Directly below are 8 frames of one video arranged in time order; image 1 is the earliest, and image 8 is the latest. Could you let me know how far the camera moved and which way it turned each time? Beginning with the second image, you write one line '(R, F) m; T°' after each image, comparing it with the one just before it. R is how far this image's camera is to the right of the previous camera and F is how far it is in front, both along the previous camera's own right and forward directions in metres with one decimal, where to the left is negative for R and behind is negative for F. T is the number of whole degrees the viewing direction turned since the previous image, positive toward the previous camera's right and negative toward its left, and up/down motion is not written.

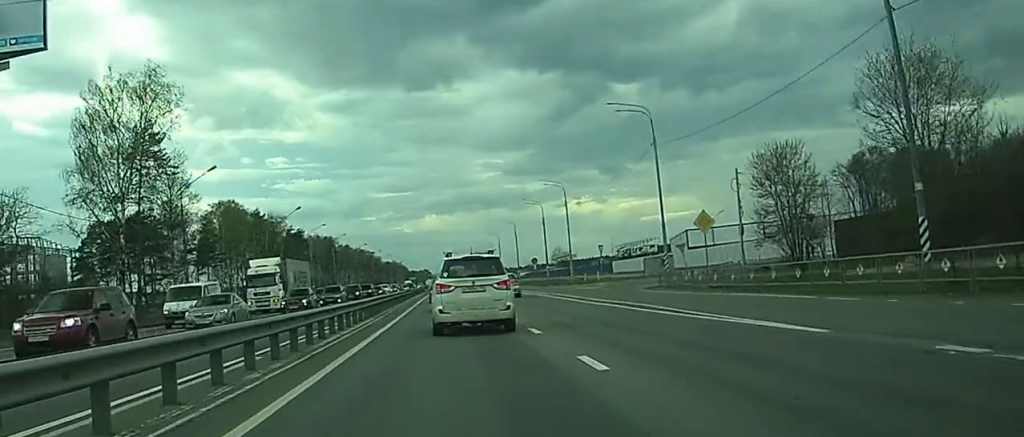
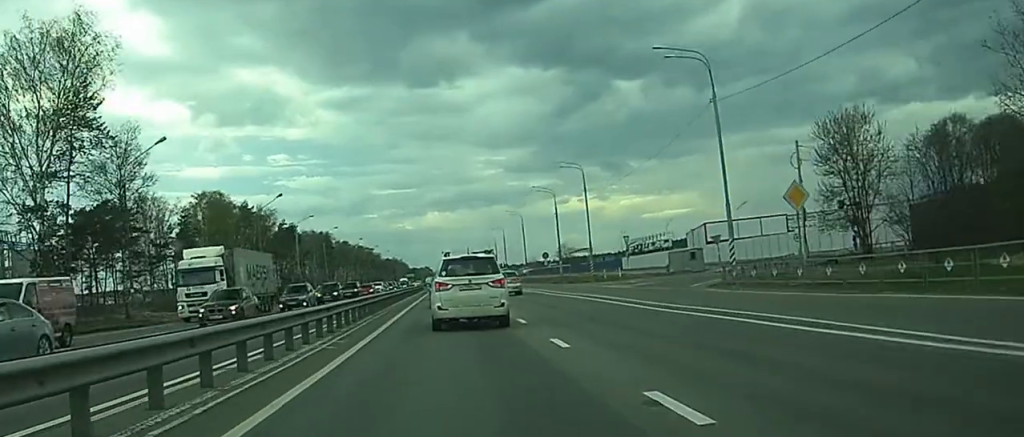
(0.0, +11.9) m; 0°
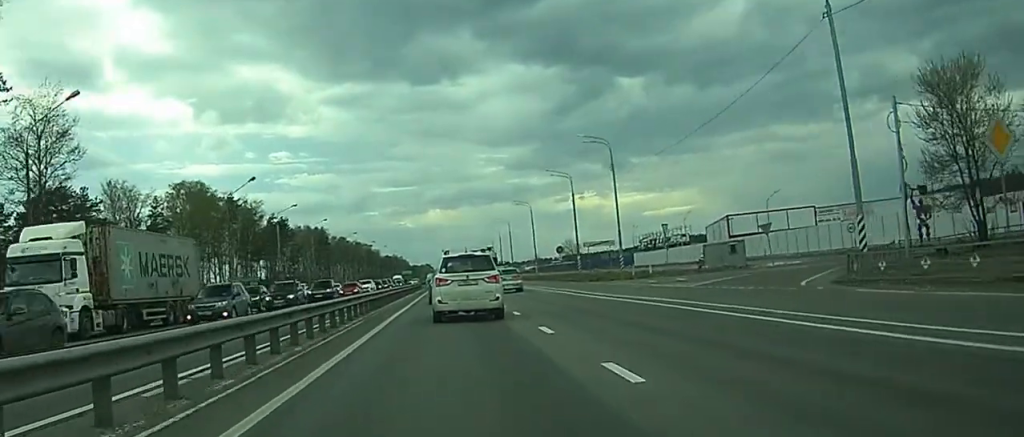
(0.0, +13.2) m; 0°
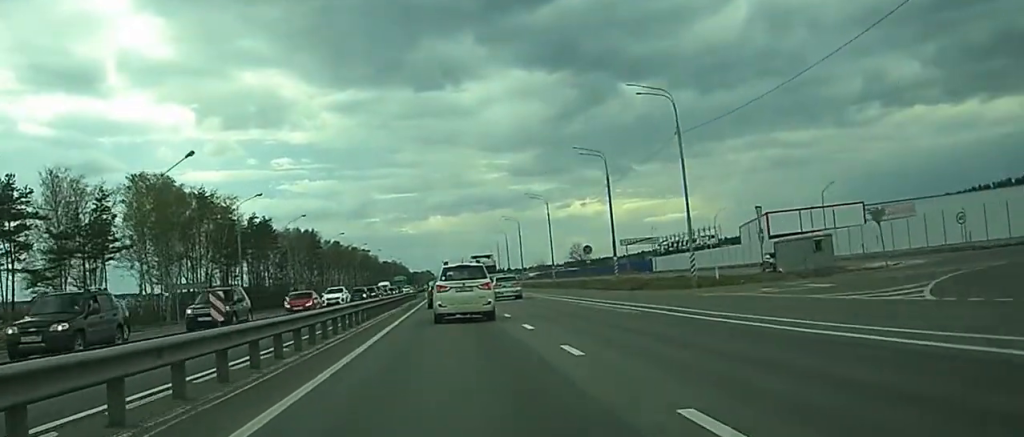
(+0.1, +19.6) m; 0°
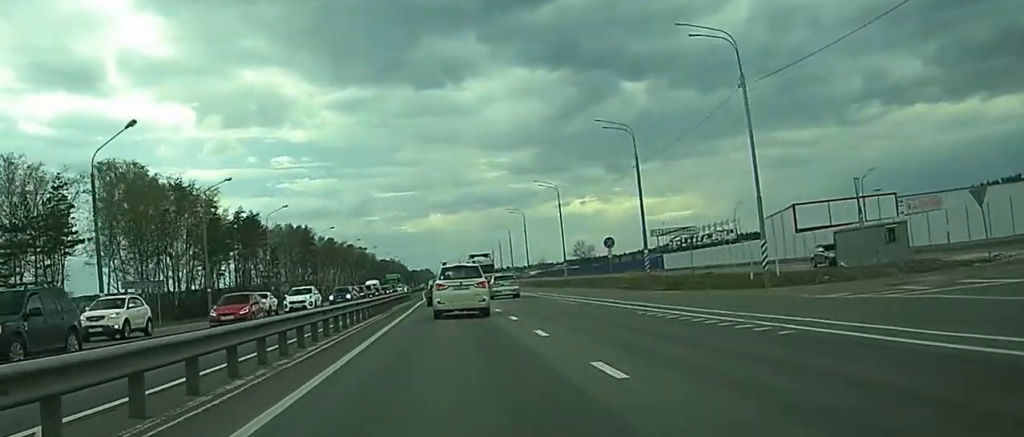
(0.0, +11.4) m; 0°
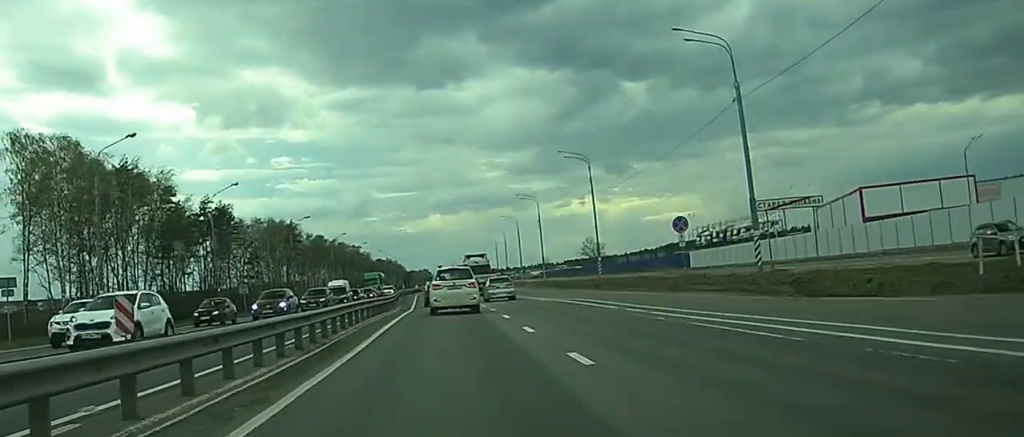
(0.0, +21.8) m; 0°
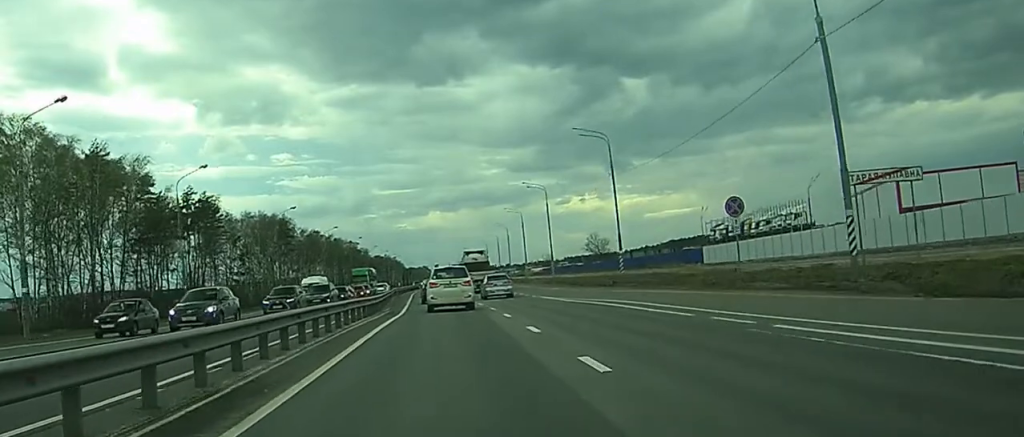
(0.0, +9.2) m; 0°
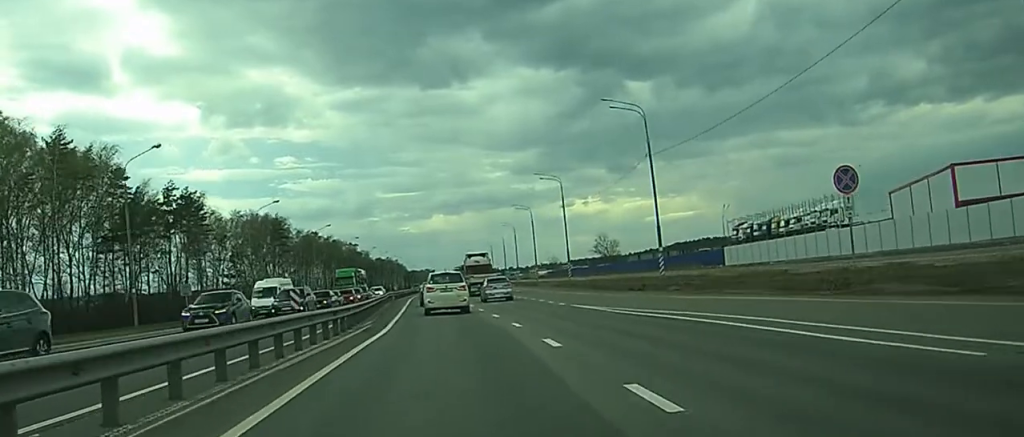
(0.0, +11.0) m; -1°
